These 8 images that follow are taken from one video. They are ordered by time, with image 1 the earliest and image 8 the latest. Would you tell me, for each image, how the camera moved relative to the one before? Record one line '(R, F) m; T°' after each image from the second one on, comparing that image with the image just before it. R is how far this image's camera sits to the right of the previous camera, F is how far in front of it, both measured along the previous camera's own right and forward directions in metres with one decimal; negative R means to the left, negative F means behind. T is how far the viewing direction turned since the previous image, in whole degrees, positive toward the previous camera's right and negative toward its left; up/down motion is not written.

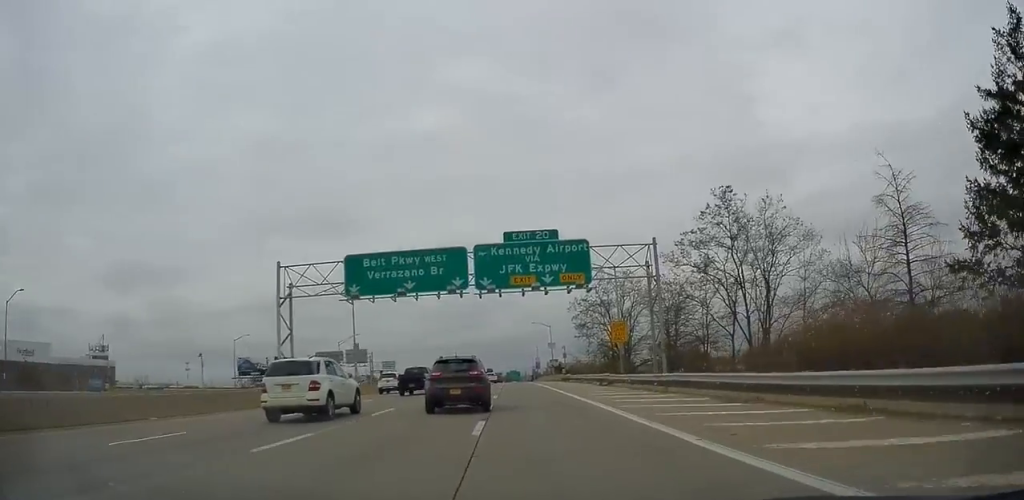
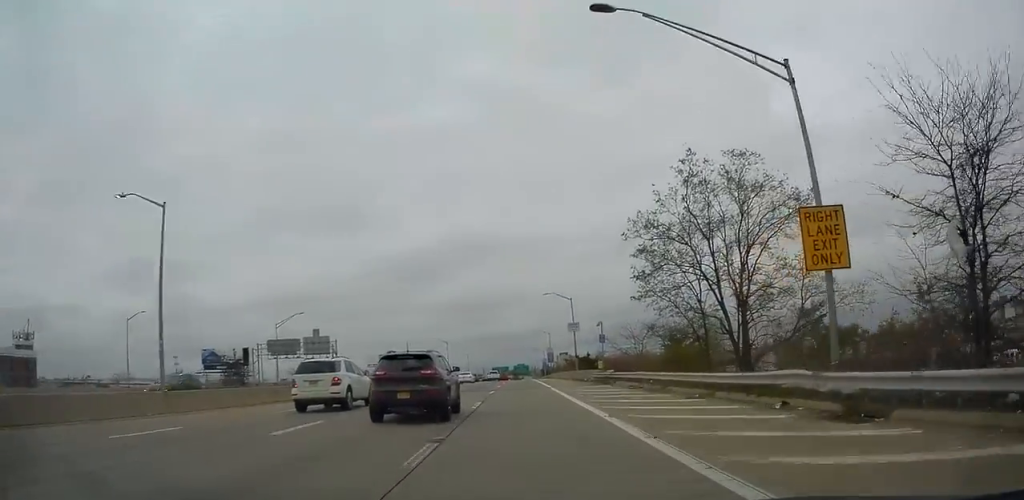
(+0.4, +28.8) m; +1°
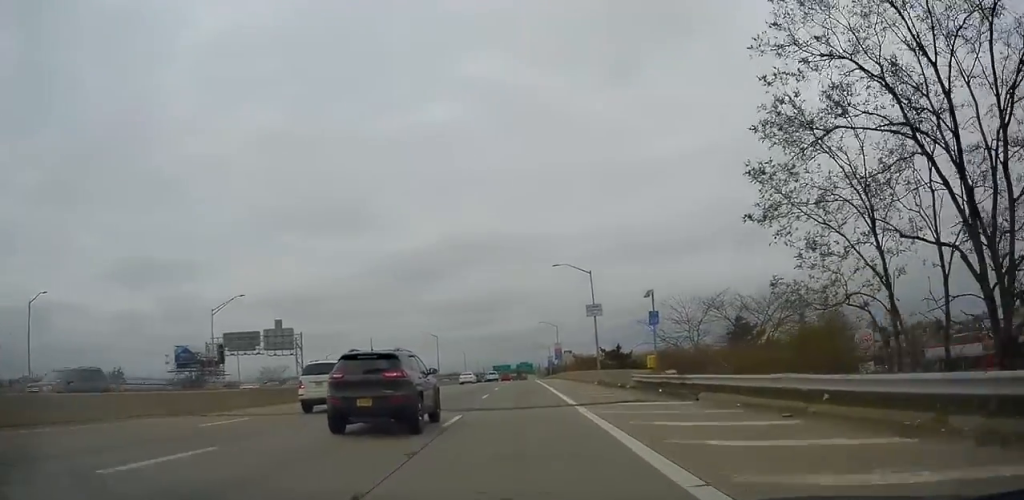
(+0.1, +15.7) m; -1°
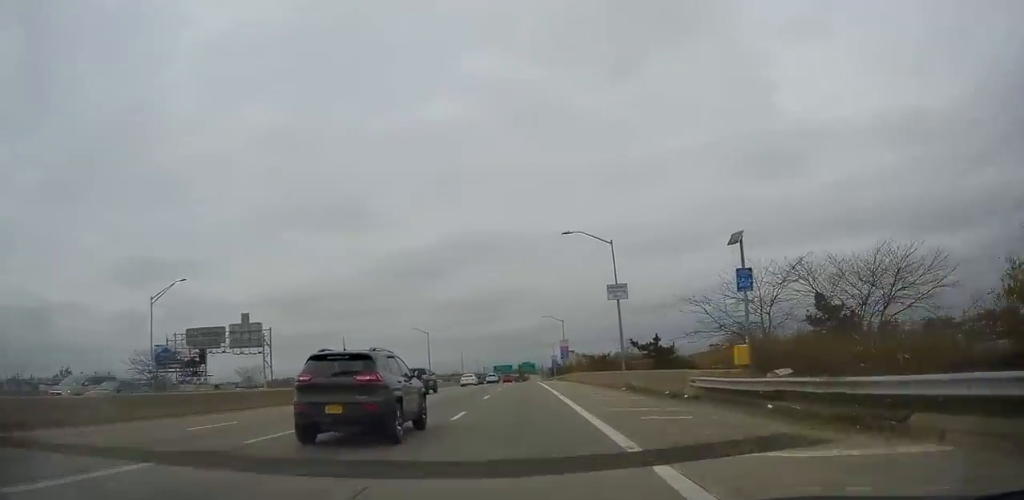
(-0.1, +10.5) m; 0°
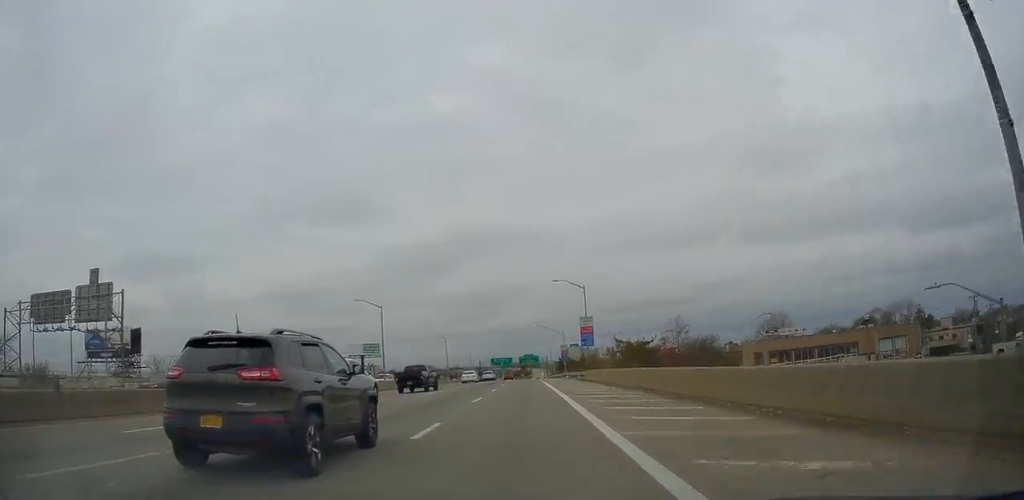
(+0.1, +29.0) m; 0°
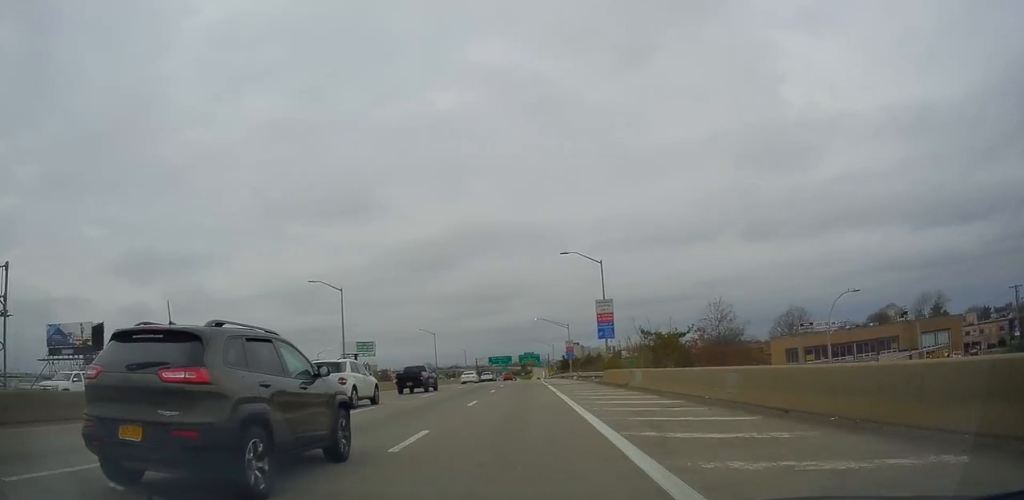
(+0.1, +13.2) m; 0°
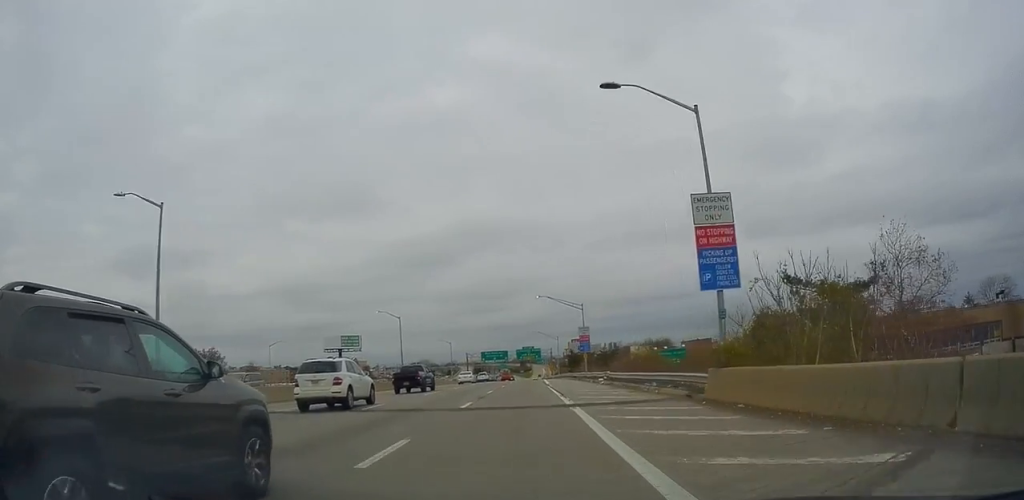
(-0.4, +25.2) m; -1°
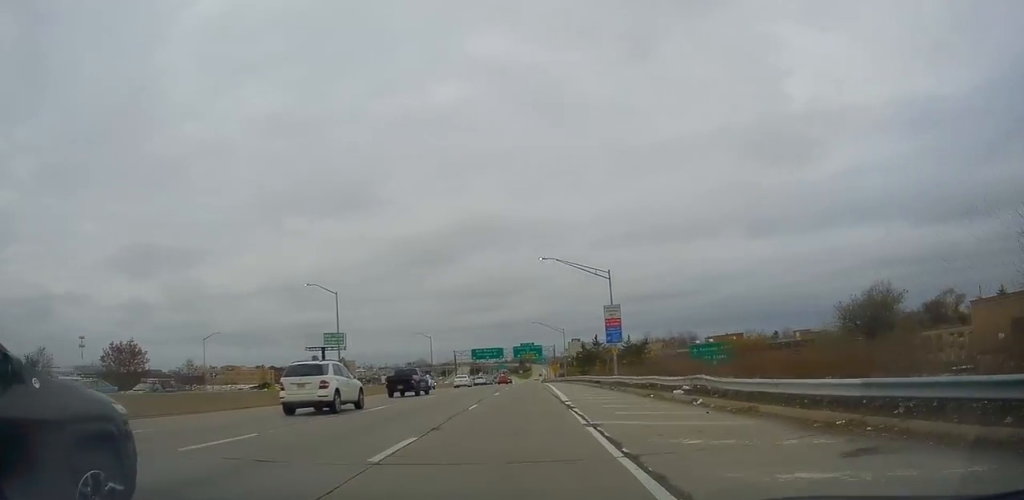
(0.0, +23.1) m; 0°
